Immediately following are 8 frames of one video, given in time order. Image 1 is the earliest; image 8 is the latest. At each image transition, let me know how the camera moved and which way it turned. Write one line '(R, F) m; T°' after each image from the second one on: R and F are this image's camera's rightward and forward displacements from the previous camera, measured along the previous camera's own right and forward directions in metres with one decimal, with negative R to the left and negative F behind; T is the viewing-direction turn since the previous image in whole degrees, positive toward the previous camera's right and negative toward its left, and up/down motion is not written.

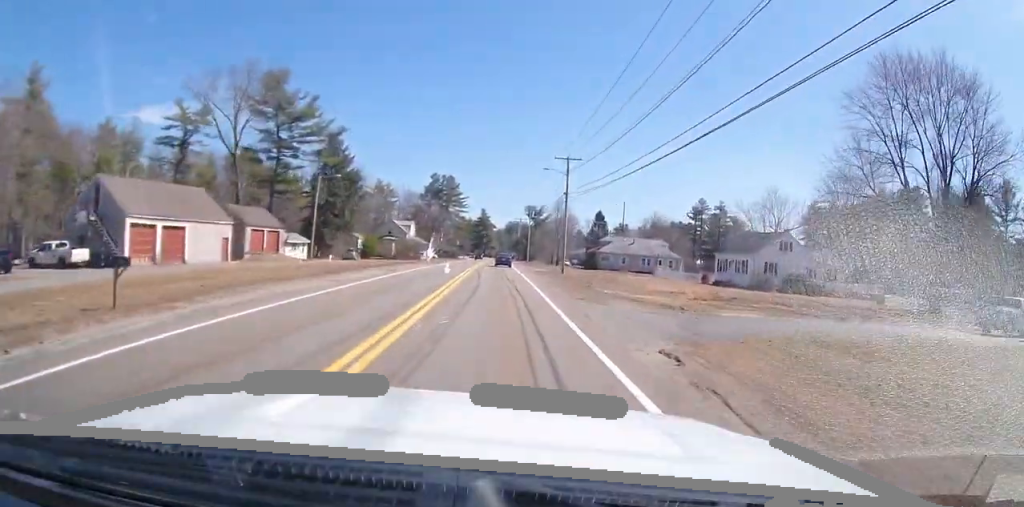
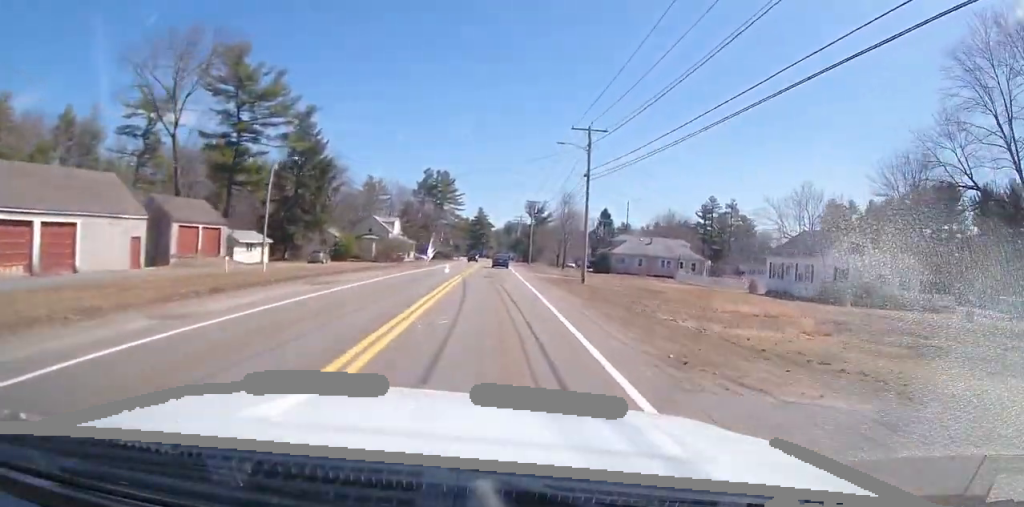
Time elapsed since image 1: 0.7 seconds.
(-0.1, +12.6) m; -1°
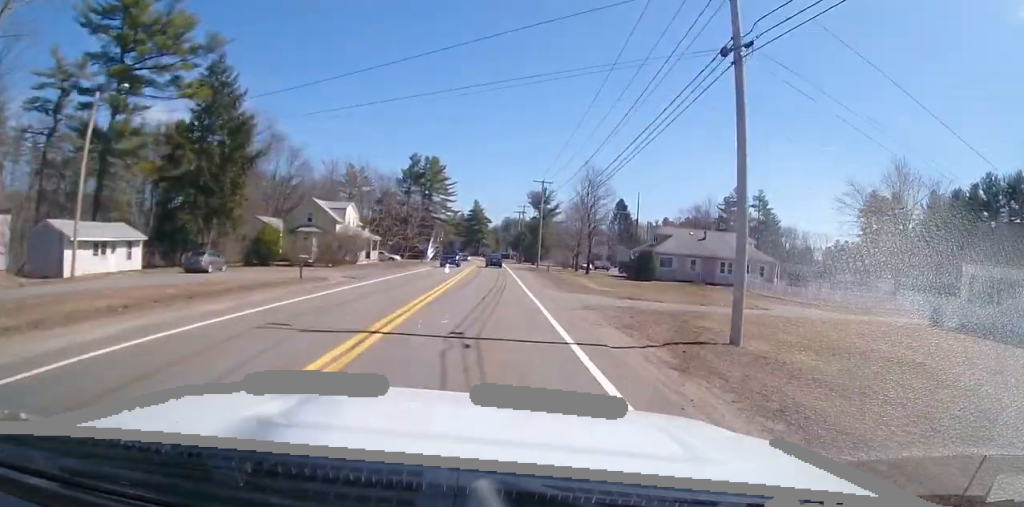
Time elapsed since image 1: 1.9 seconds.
(-0.3, +24.4) m; -1°
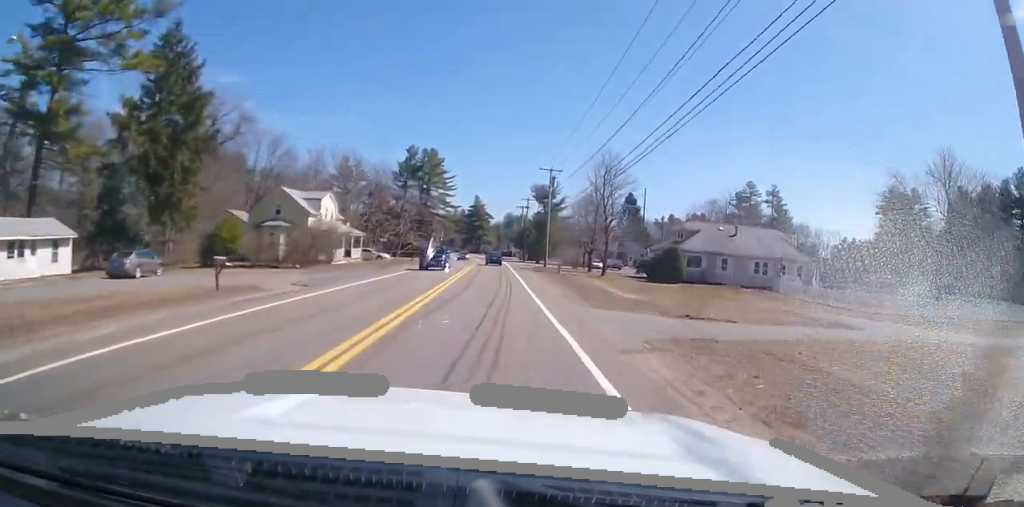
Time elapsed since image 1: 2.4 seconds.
(0.0, +8.4) m; 0°
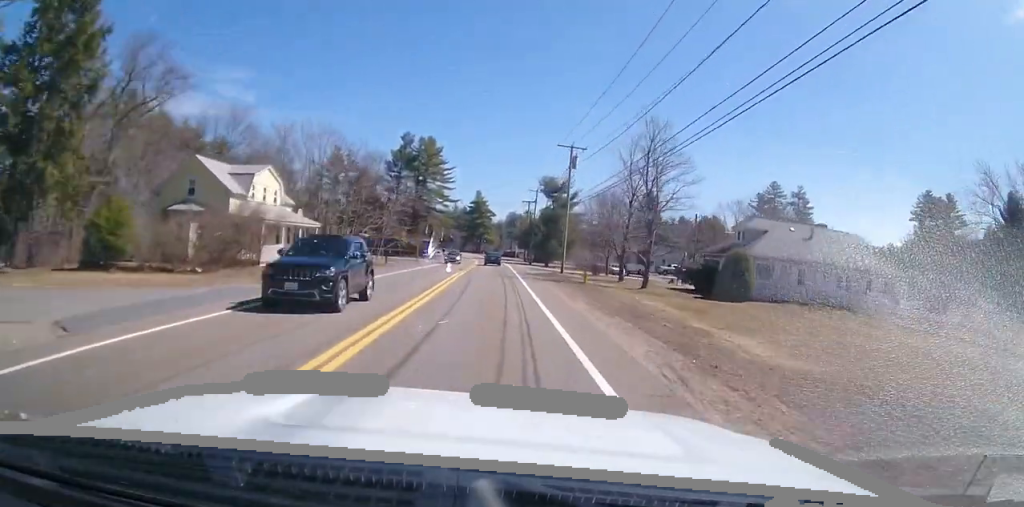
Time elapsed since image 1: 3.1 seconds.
(-0.1, +14.3) m; 0°
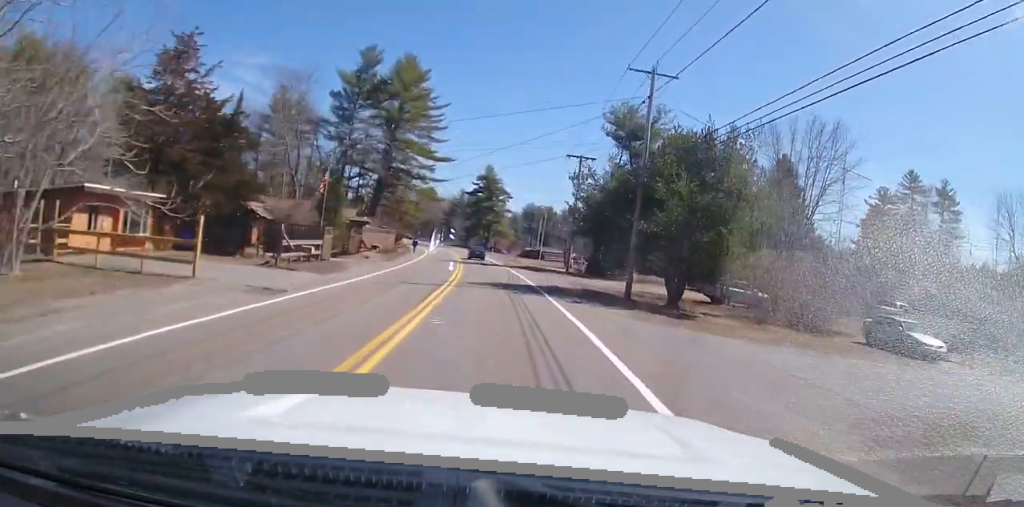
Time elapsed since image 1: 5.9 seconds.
(+0.8, +56.4) m; +1°
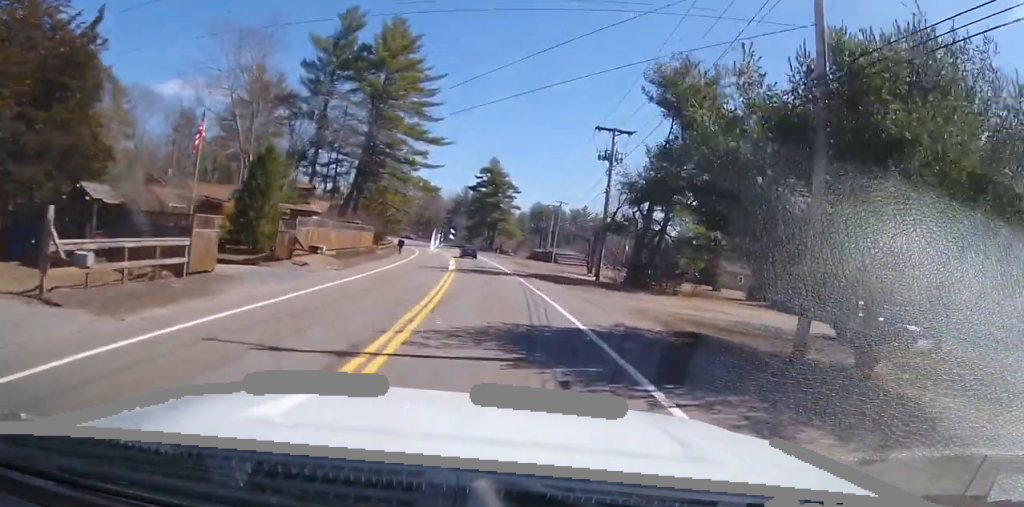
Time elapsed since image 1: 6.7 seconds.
(-0.1, +14.6) m; -1°
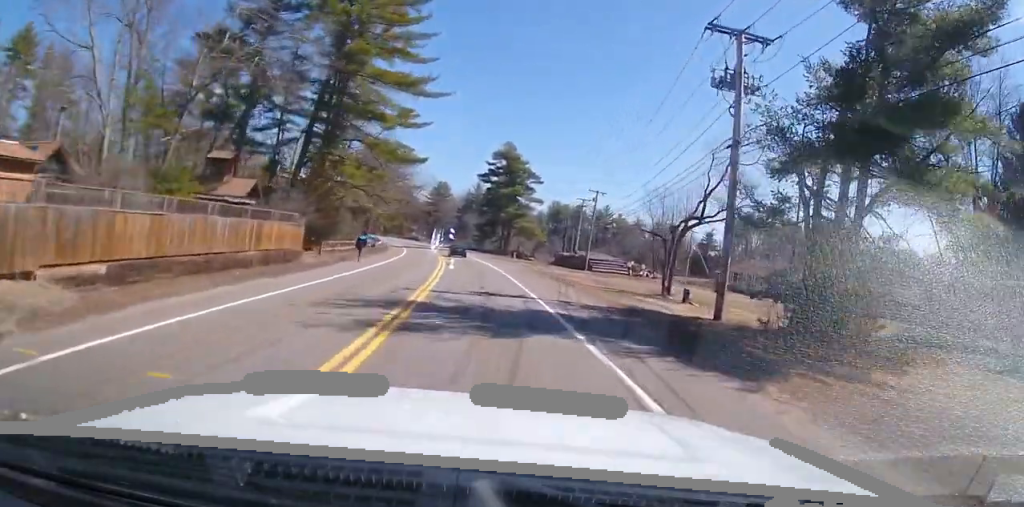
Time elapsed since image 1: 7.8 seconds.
(-0.4, +22.4) m; -2°
